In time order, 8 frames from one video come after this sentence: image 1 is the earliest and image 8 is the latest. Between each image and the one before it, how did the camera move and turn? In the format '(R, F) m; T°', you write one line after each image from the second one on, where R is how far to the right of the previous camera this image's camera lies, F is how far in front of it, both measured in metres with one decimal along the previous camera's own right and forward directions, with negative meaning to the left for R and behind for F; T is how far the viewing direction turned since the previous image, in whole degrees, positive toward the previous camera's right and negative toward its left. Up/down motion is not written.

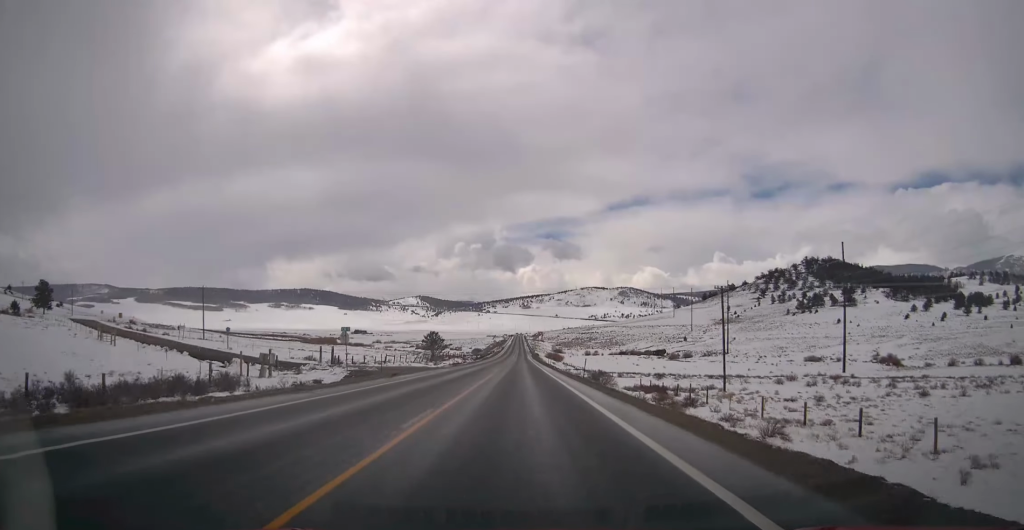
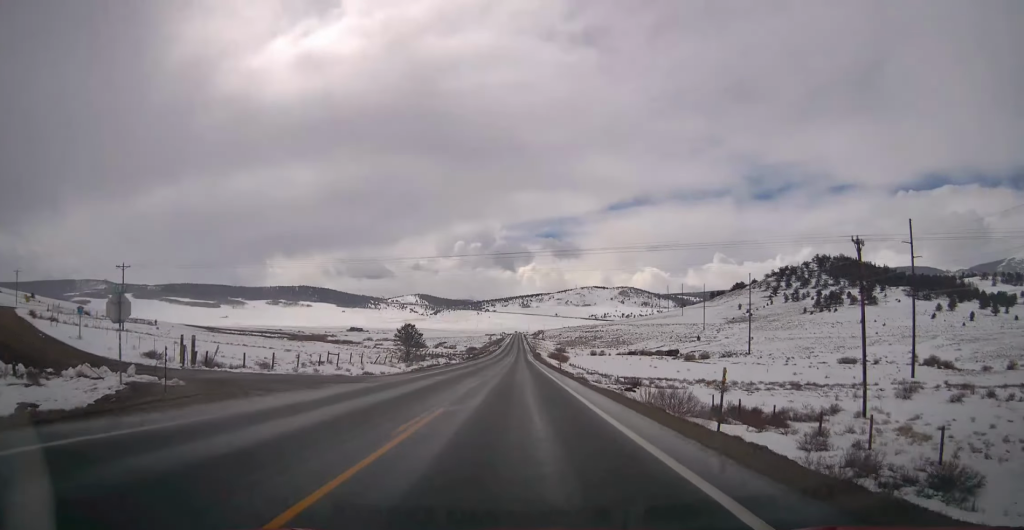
(0.0, +25.1) m; 0°
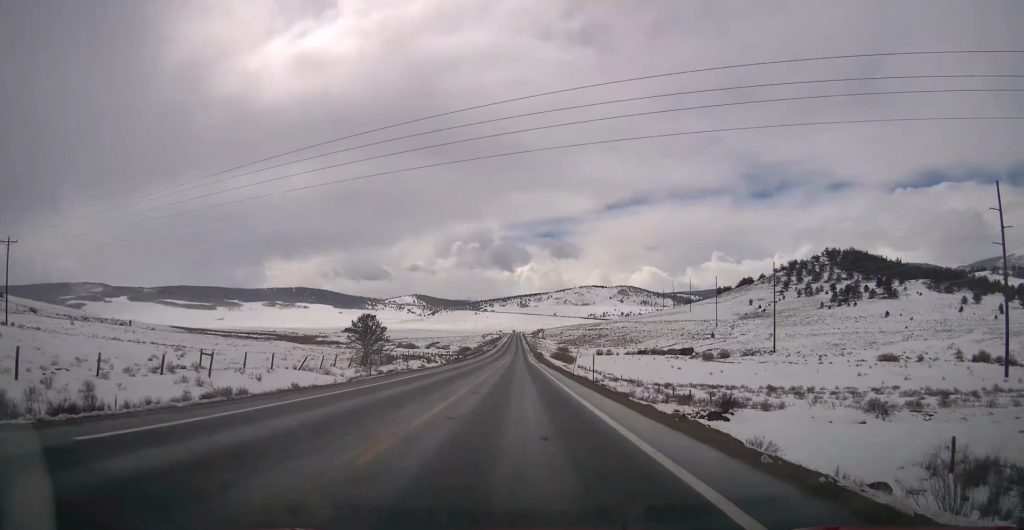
(-0.1, +23.9) m; 0°
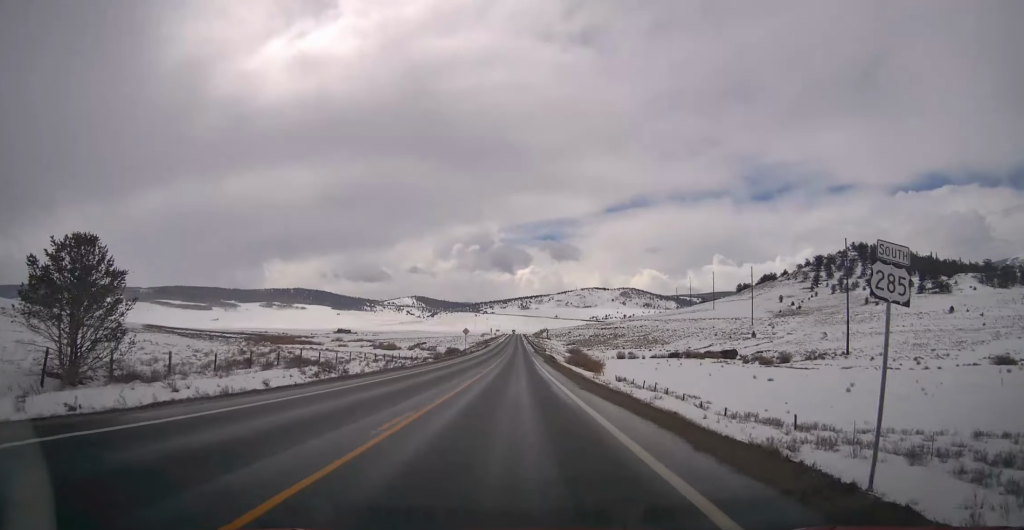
(+0.1, +46.3) m; 0°
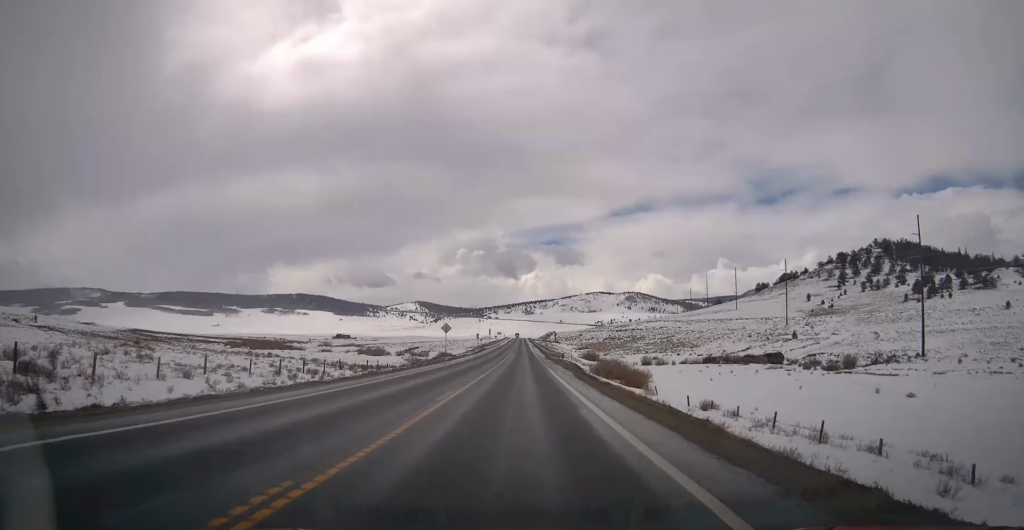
(-0.1, +29.7) m; 0°
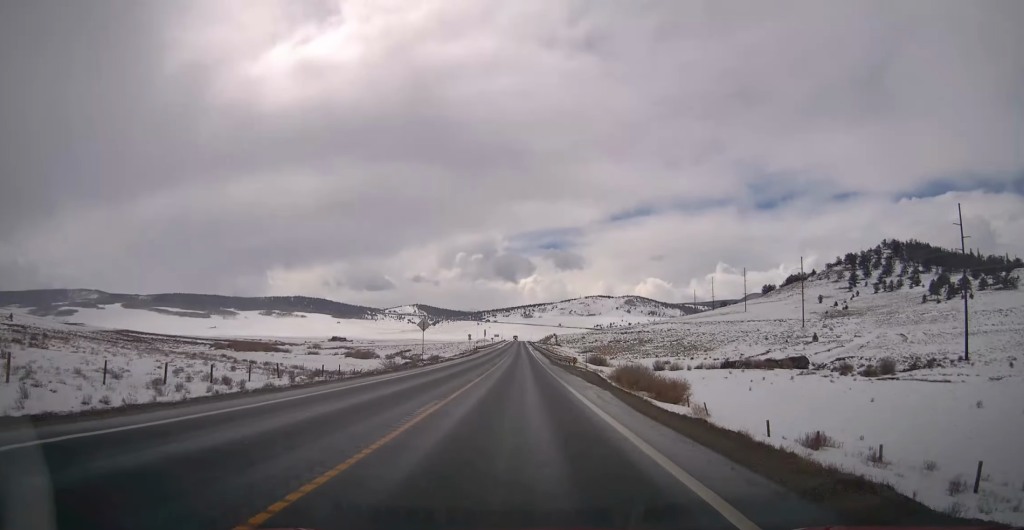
(0.0, +15.5) m; 0°
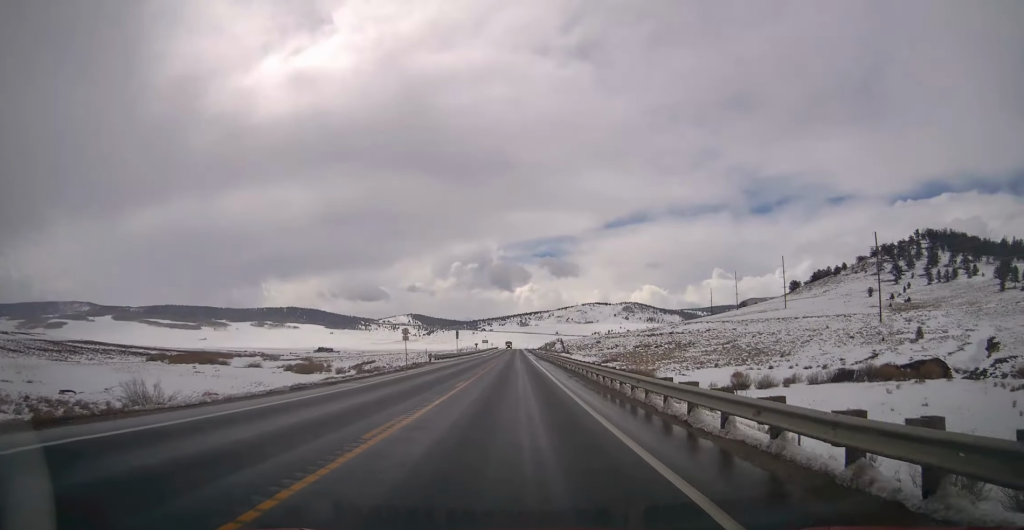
(+0.4, +51.6) m; 0°
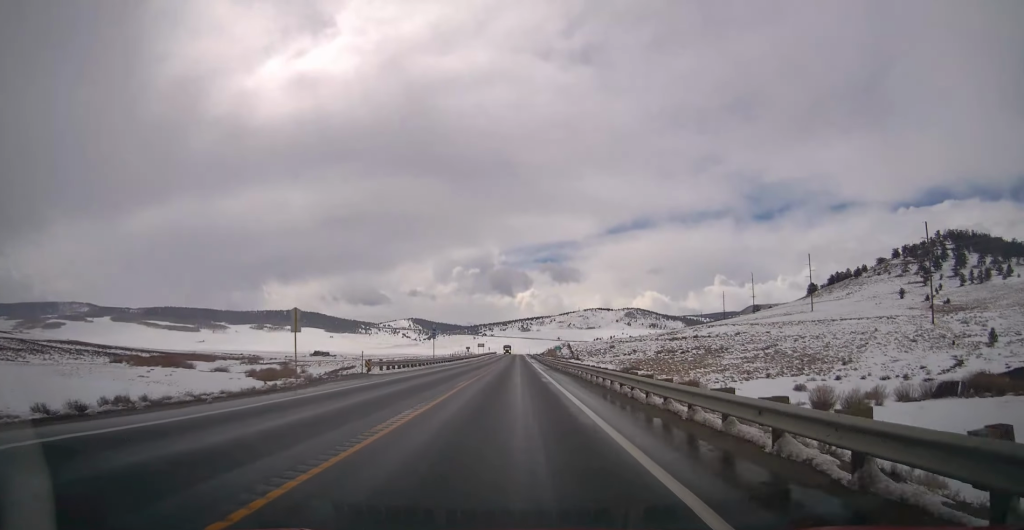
(0.0, +23.6) m; 0°
